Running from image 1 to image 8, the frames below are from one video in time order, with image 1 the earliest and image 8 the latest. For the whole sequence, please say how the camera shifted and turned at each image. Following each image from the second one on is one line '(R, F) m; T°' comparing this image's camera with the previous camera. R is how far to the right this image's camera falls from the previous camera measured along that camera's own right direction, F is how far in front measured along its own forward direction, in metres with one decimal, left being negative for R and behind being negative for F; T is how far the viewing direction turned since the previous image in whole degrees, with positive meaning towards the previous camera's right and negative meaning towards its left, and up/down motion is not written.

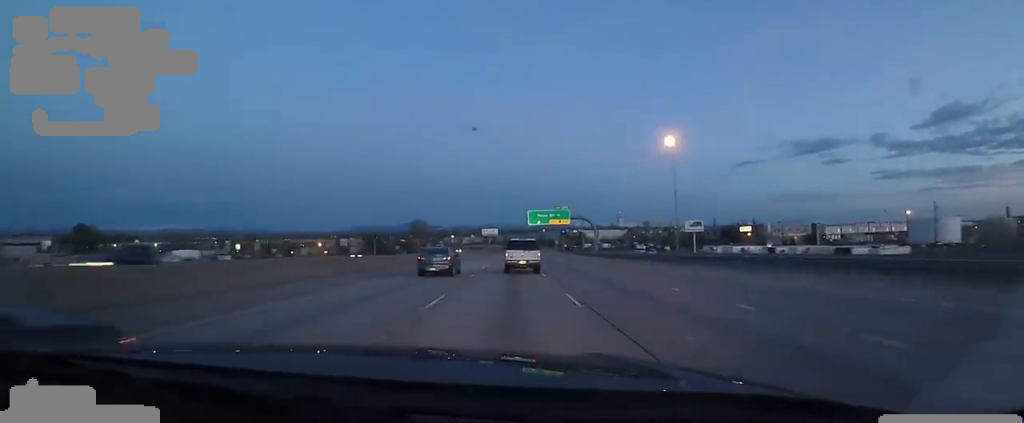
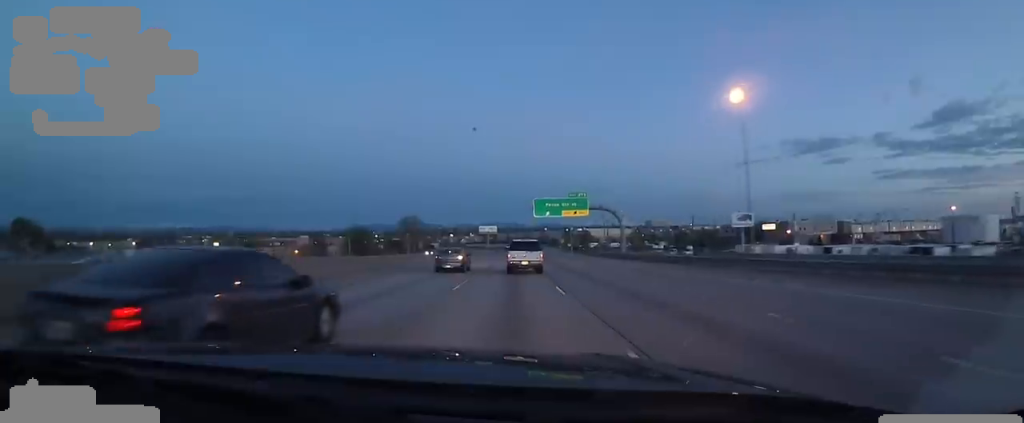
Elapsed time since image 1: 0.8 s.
(+0.5, +19.9) m; -2°
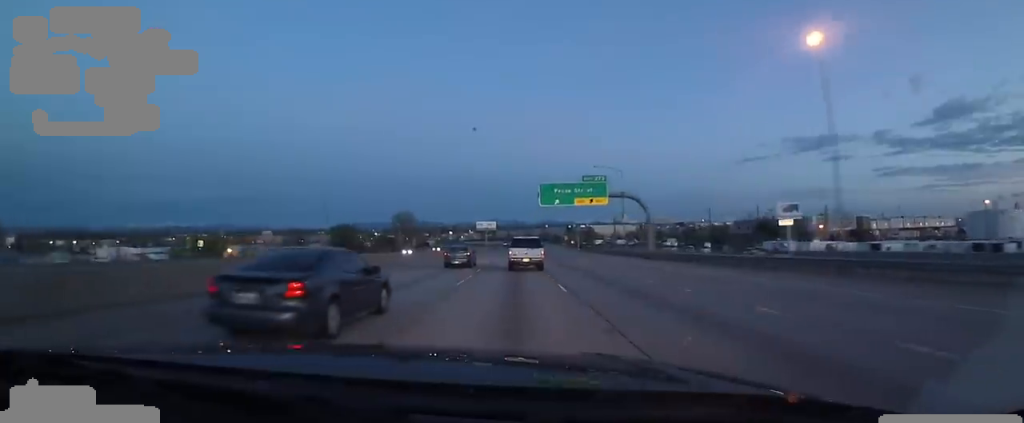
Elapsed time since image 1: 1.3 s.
(-0.7, +12.9) m; +1°
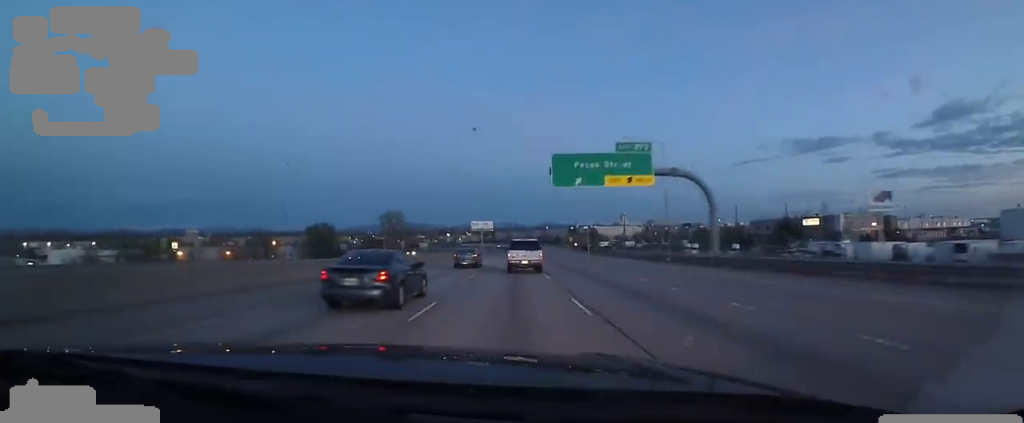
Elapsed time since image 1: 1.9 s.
(-0.5, +17.2) m; +1°
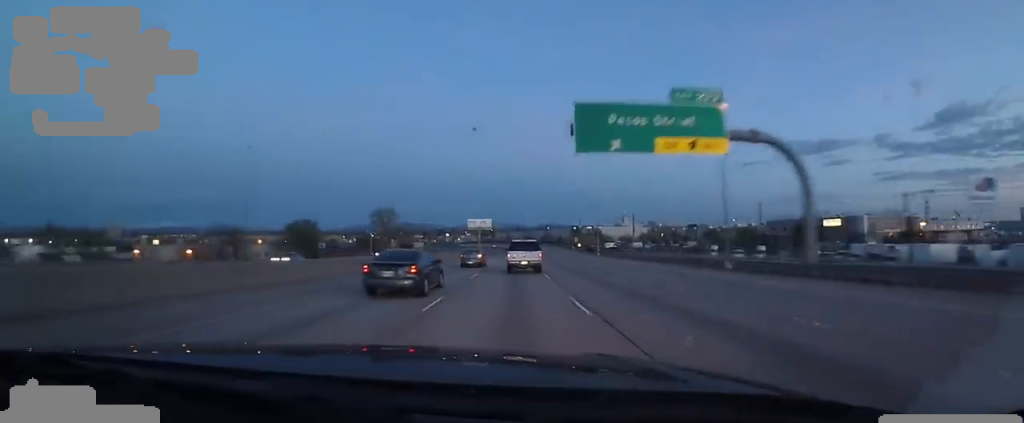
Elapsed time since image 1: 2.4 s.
(+1.0, +12.1) m; 0°
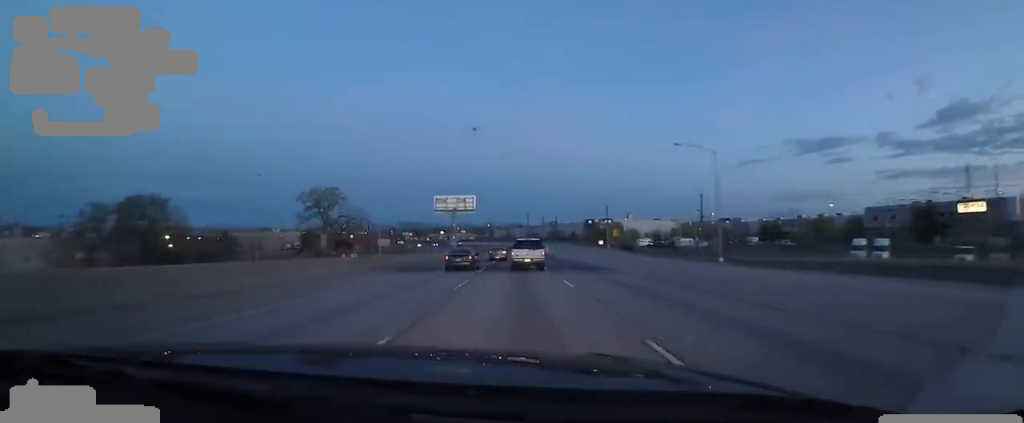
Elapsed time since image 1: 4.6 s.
(-1.4, +55.7) m; -1°
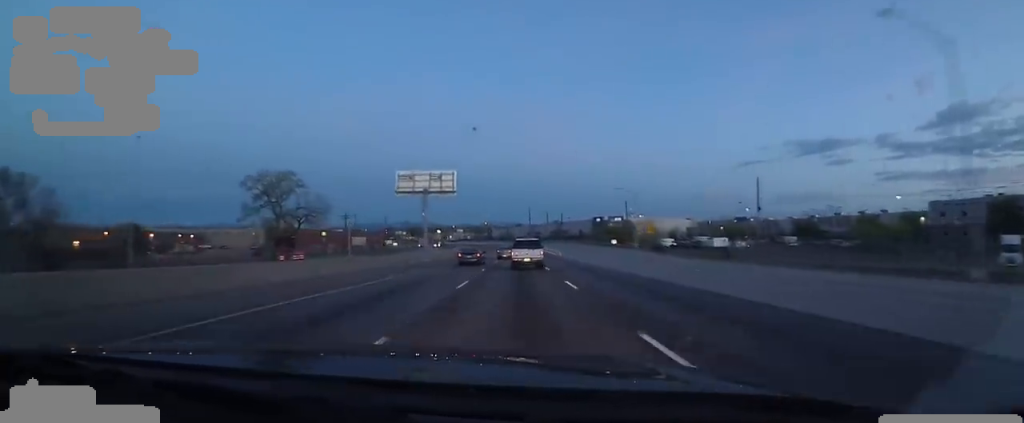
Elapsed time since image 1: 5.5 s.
(+0.4, +24.3) m; +1°
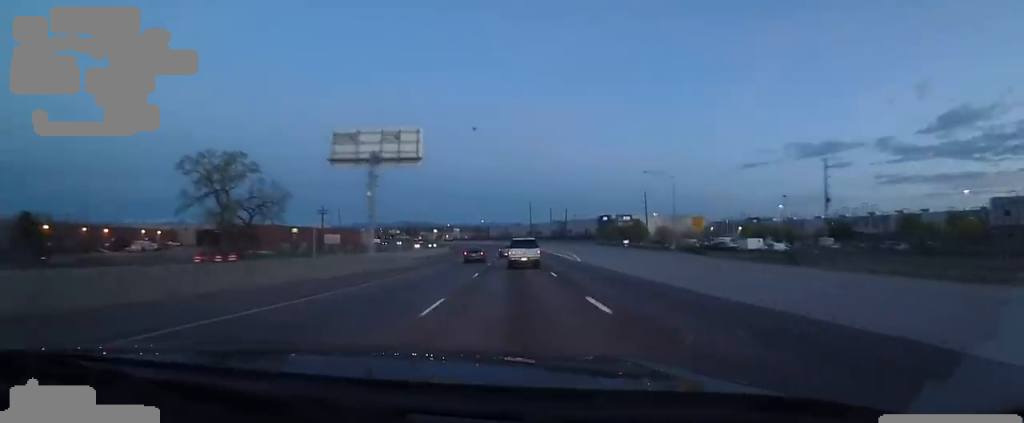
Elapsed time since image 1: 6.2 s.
(0.0, +18.3) m; 0°
